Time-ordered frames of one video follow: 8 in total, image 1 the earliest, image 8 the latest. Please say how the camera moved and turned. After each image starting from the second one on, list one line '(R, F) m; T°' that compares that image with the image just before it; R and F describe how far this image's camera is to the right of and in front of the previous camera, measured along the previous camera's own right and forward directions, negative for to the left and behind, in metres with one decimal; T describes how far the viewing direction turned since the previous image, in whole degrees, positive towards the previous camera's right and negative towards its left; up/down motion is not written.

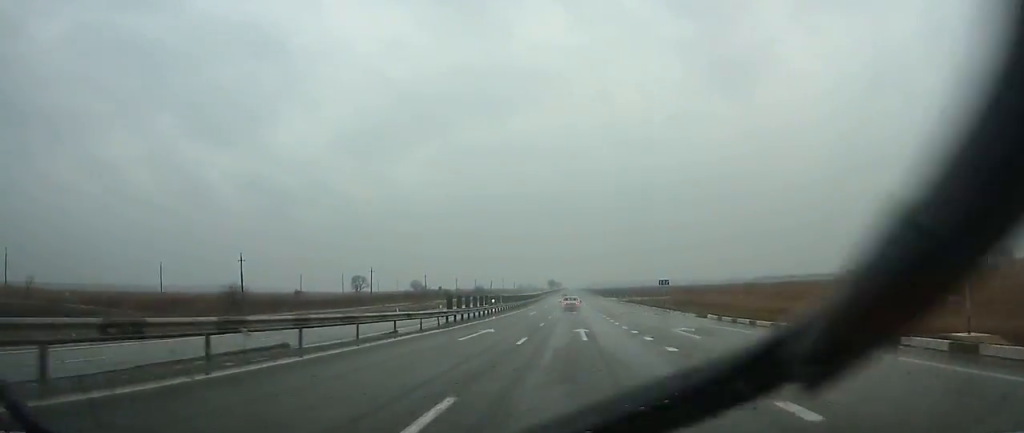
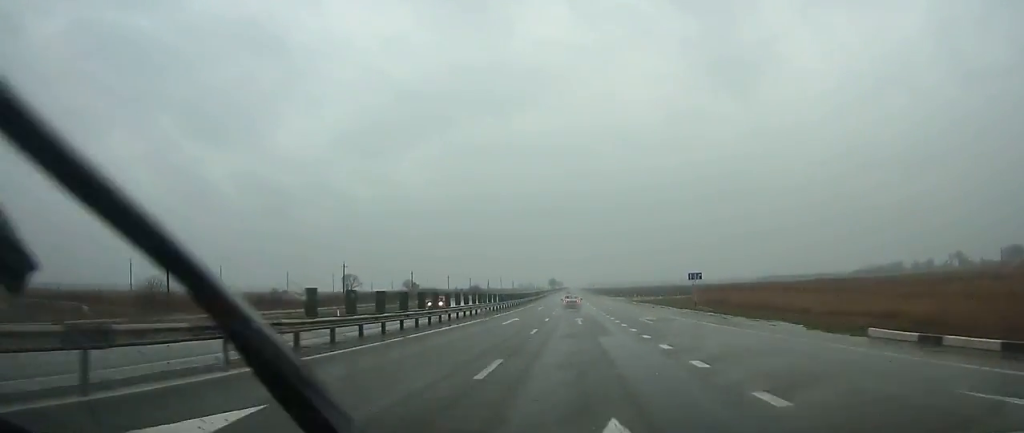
(0.0, +19.4) m; 0°
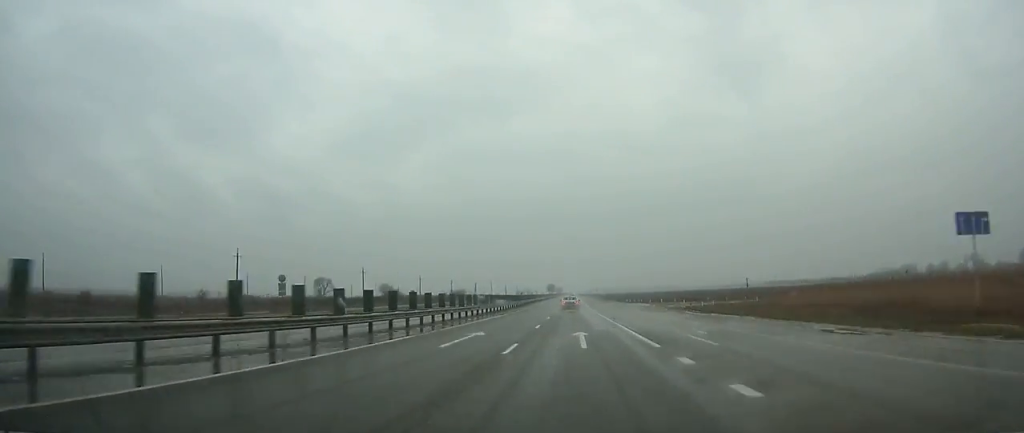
(+0.1, +43.5) m; 0°
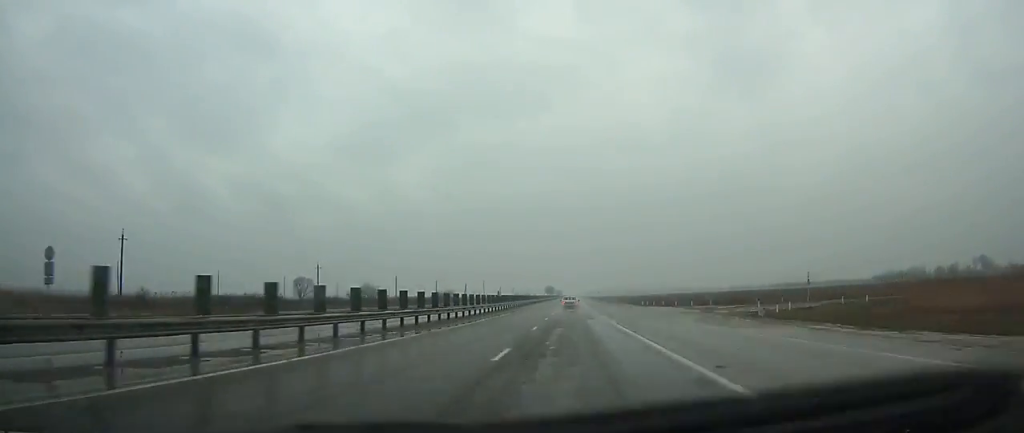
(0.0, +25.5) m; 0°
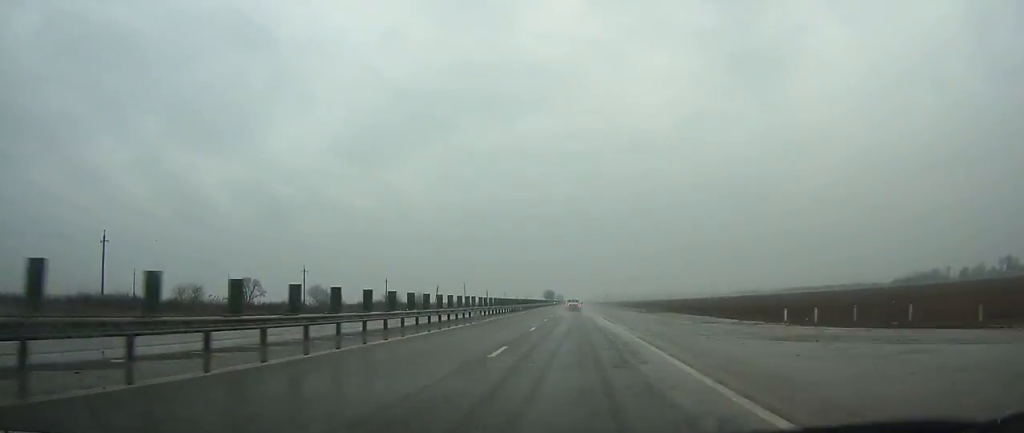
(-0.2, +58.9) m; 0°
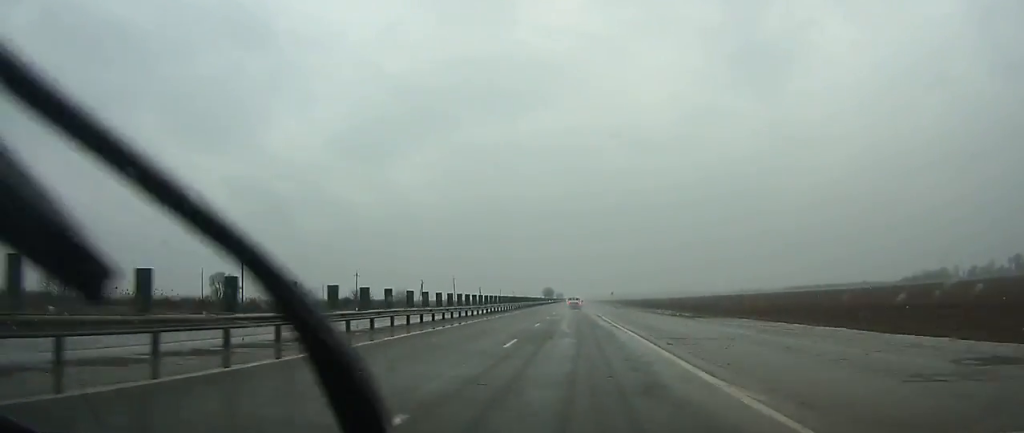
(0.0, +21.6) m; 0°
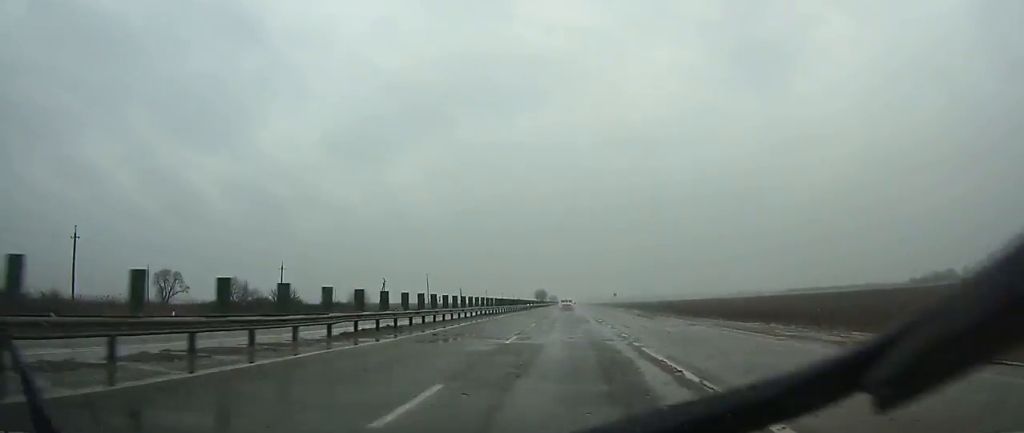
(+0.1, +33.1) m; 0°
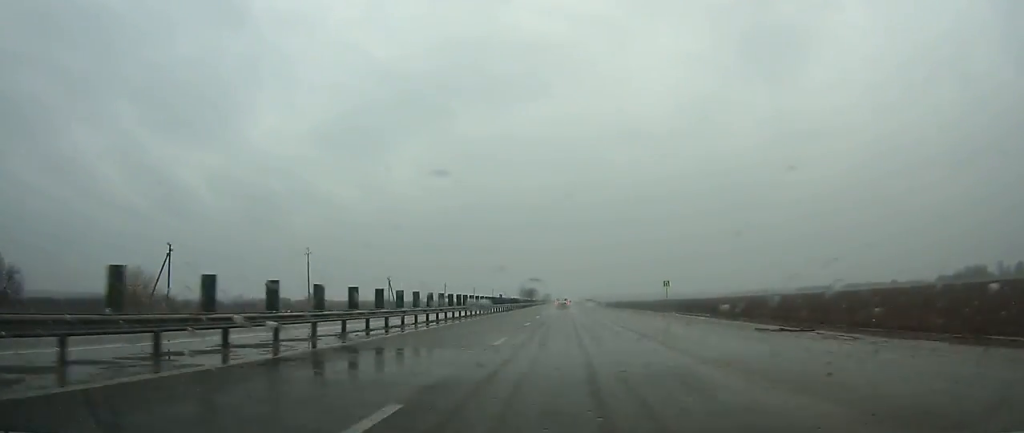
(+0.4, +86.0) m; 0°
